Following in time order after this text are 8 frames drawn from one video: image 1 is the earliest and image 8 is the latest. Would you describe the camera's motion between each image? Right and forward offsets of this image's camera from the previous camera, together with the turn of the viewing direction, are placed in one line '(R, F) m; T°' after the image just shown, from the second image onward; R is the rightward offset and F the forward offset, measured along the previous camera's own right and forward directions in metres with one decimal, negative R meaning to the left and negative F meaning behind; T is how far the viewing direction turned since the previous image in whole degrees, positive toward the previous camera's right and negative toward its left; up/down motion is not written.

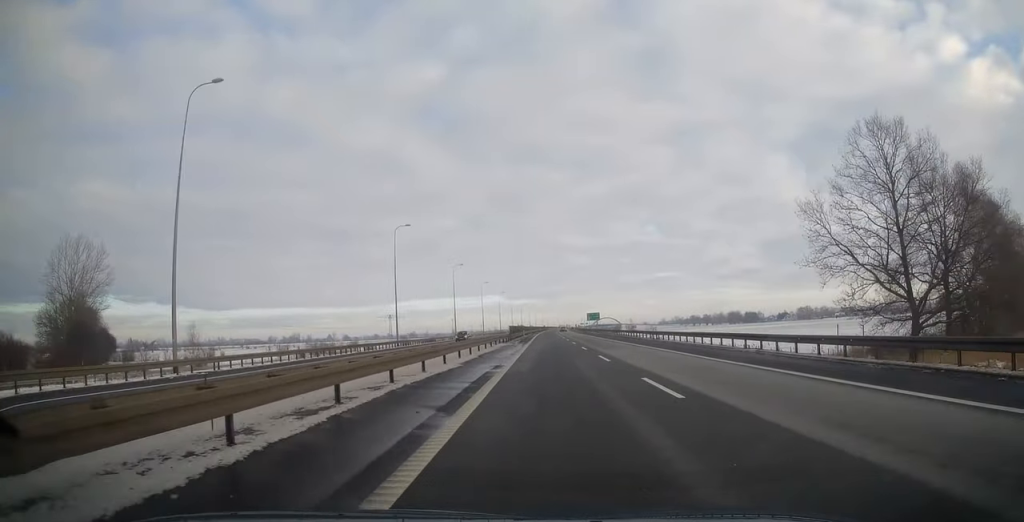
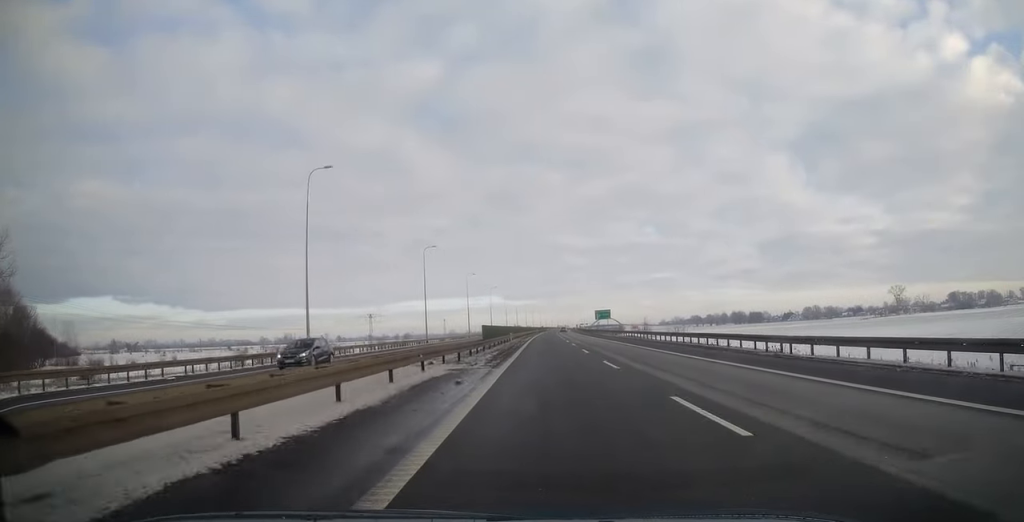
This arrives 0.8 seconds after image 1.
(0.0, +28.5) m; 0°
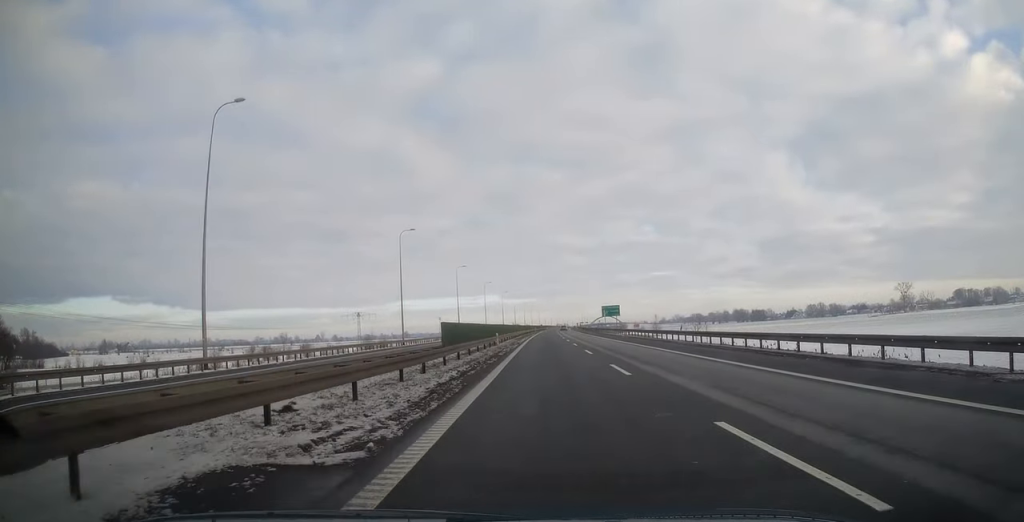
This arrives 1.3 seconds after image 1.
(0.0, +15.2) m; 0°
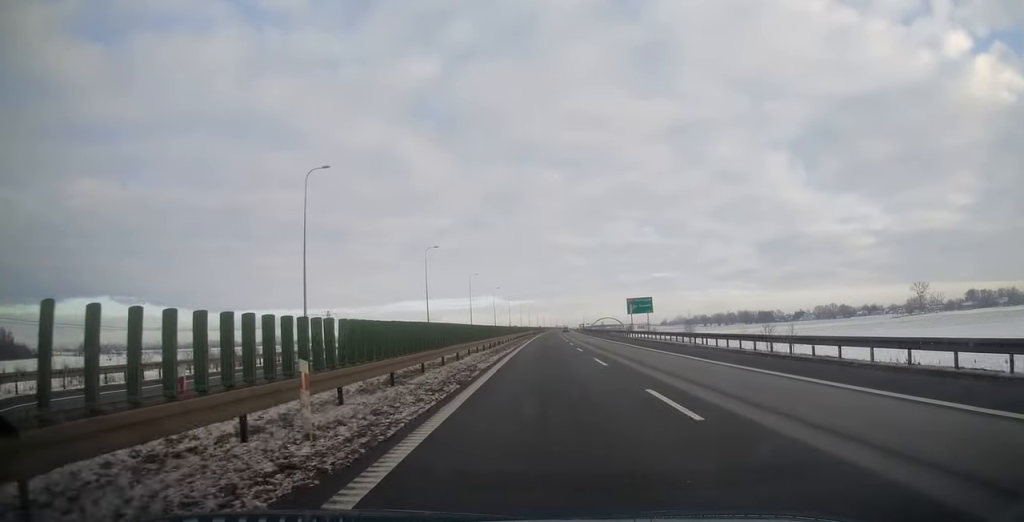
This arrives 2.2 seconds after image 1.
(0.0, +31.9) m; 0°
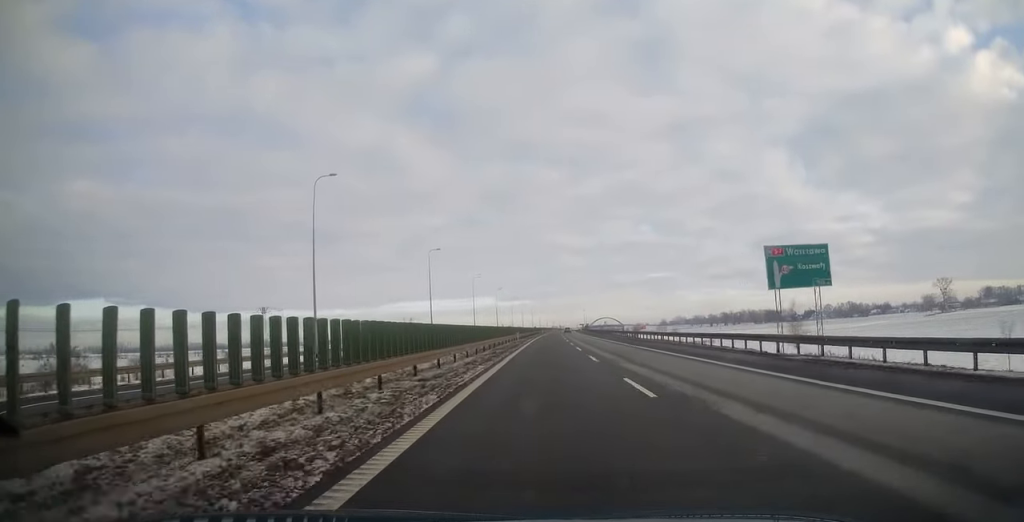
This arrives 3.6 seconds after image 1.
(0.0, +45.2) m; 0°
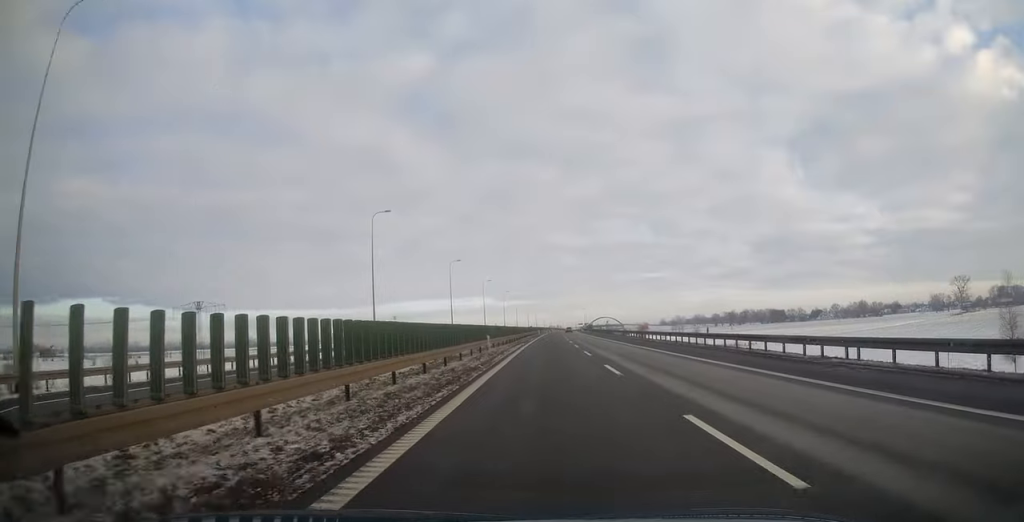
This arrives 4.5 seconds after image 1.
(+0.2, +30.5) m; 0°
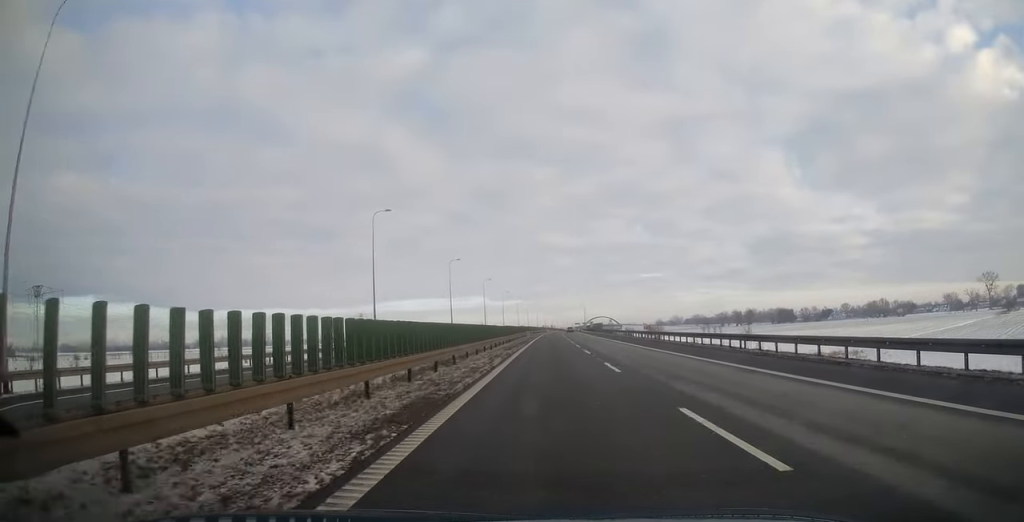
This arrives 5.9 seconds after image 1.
(+0.3, +47.2) m; +1°
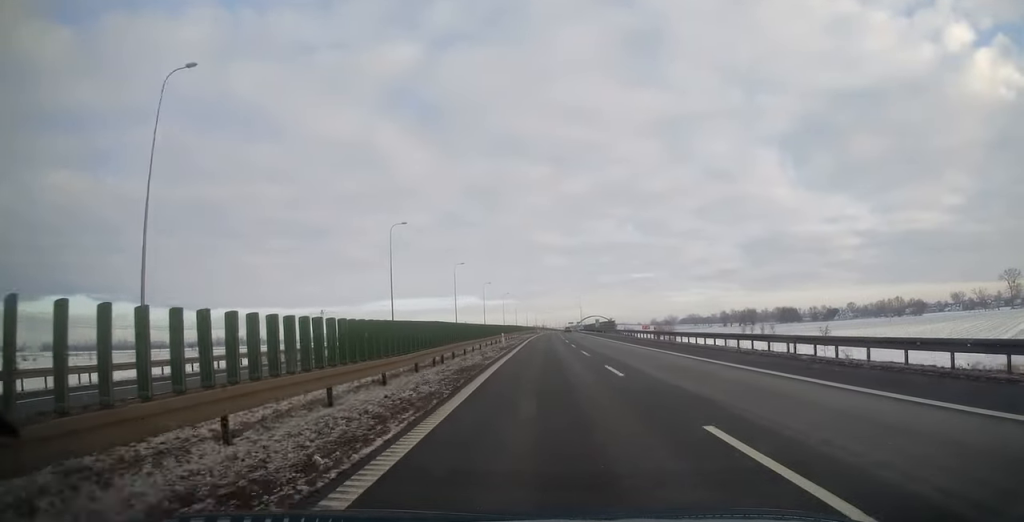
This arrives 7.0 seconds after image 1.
(+0.5, +37.7) m; +1°
